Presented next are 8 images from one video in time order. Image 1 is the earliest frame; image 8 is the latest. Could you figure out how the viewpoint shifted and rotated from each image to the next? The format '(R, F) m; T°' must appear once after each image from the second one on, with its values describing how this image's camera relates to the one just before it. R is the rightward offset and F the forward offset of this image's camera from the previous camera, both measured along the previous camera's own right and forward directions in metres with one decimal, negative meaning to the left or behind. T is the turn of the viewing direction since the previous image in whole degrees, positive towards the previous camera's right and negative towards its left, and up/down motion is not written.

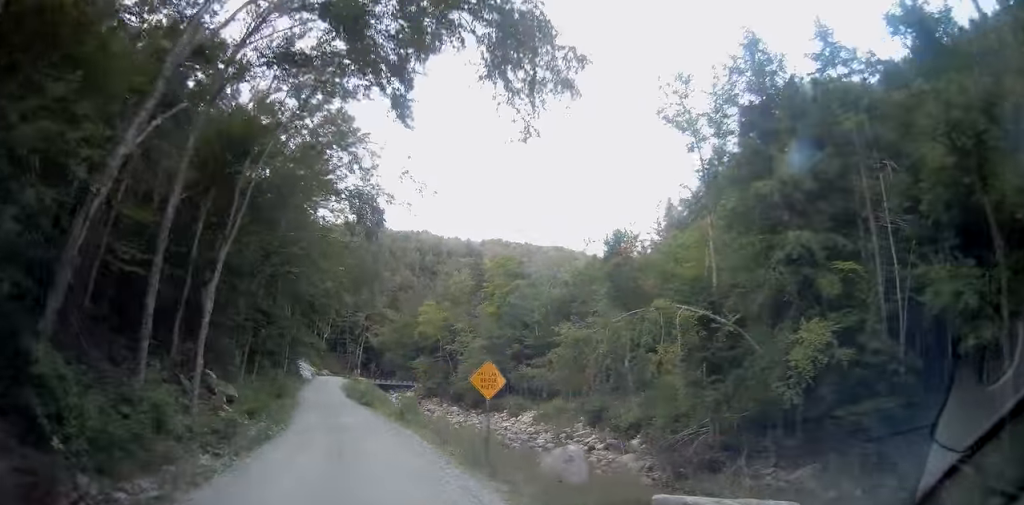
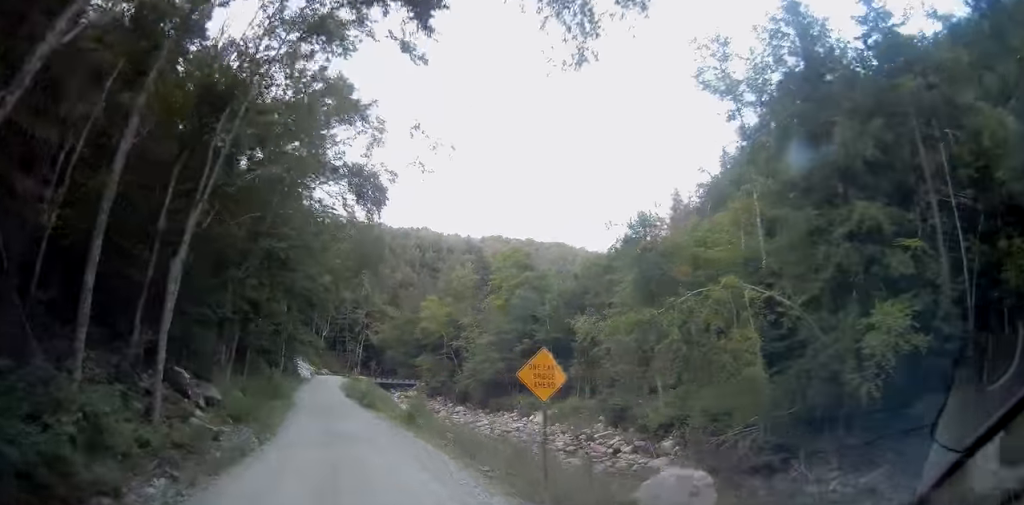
(0.0, +4.1) m; -2°
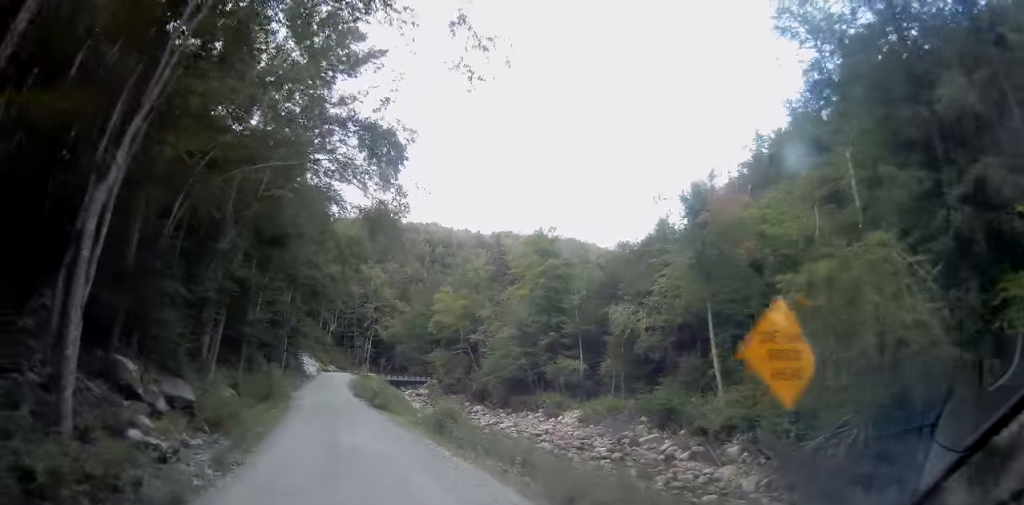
(-0.2, +5.9) m; 0°
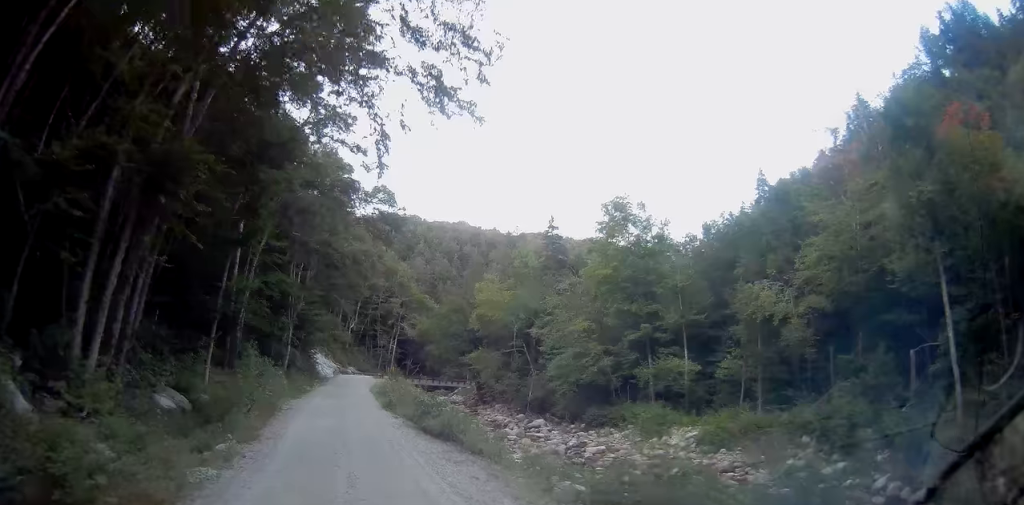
(+0.5, +15.5) m; +2°
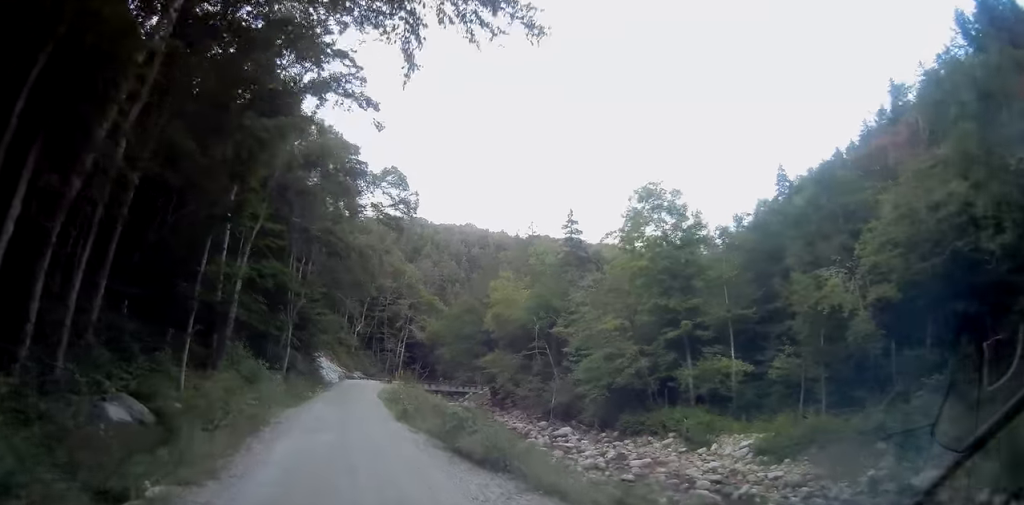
(-0.1, +5.2) m; -2°
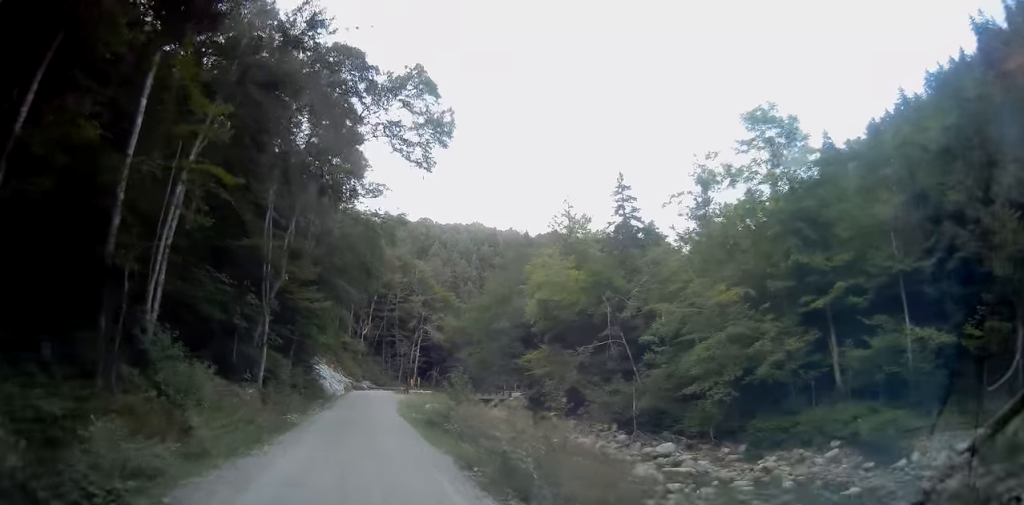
(-0.3, +15.0) m; -1°
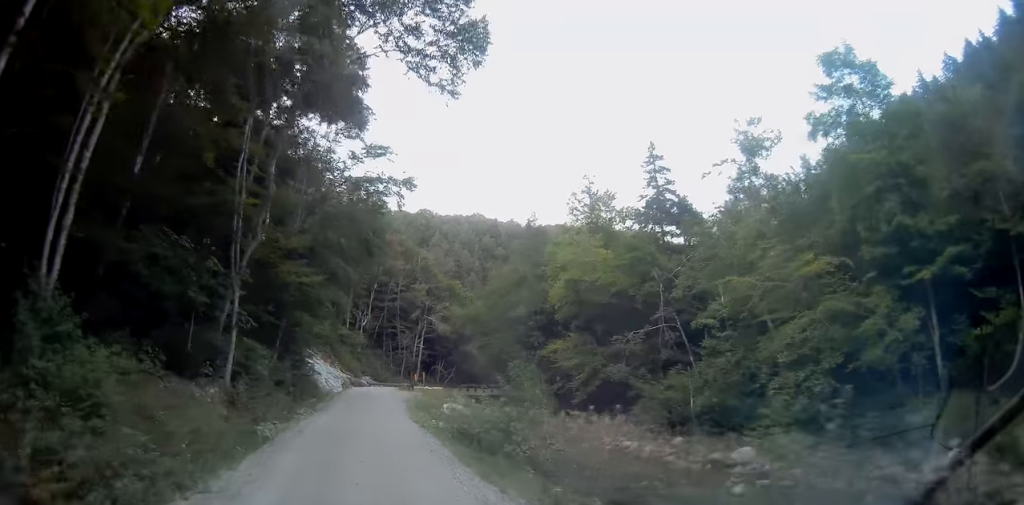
(+0.1, +8.1) m; 0°
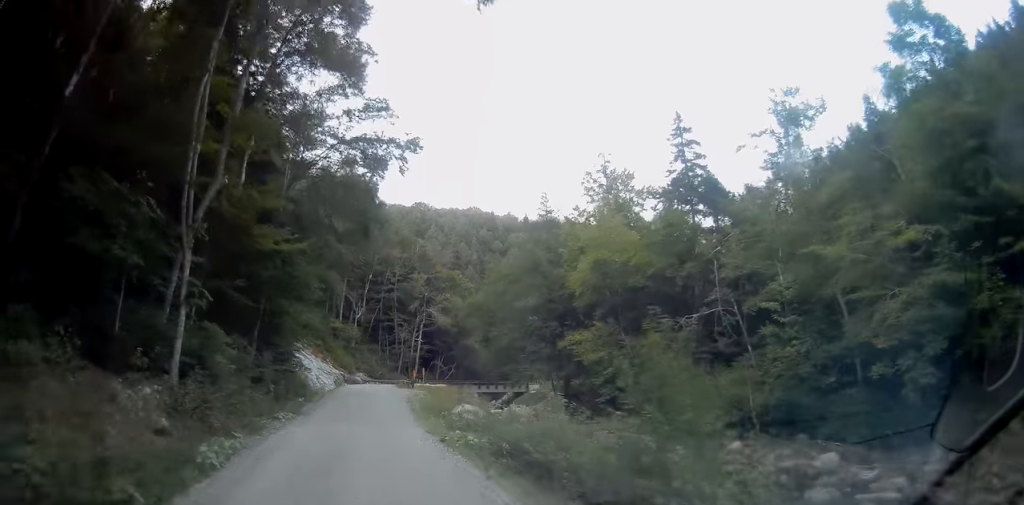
(-0.2, +6.9) m; 0°
